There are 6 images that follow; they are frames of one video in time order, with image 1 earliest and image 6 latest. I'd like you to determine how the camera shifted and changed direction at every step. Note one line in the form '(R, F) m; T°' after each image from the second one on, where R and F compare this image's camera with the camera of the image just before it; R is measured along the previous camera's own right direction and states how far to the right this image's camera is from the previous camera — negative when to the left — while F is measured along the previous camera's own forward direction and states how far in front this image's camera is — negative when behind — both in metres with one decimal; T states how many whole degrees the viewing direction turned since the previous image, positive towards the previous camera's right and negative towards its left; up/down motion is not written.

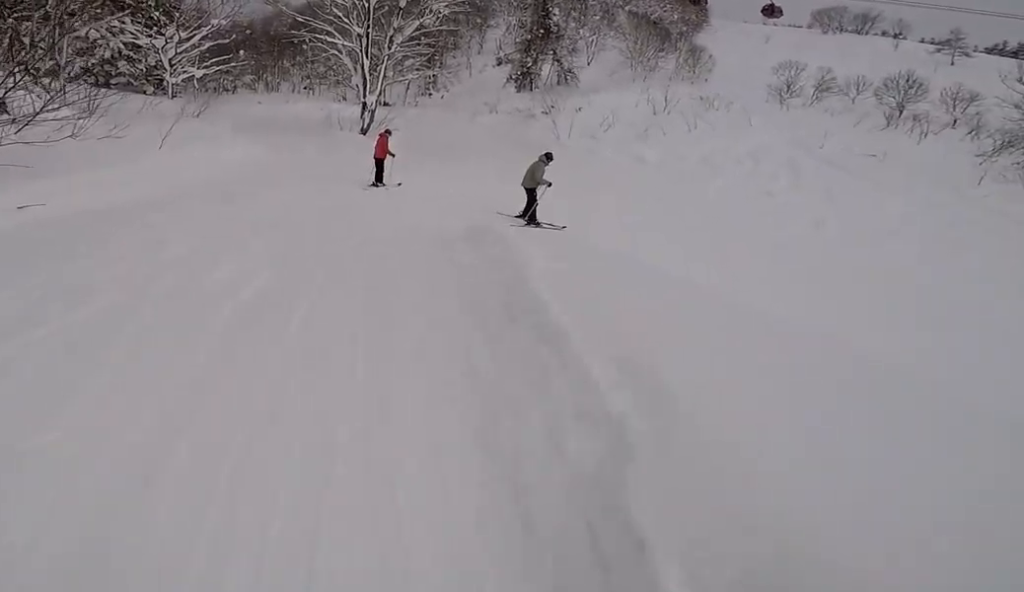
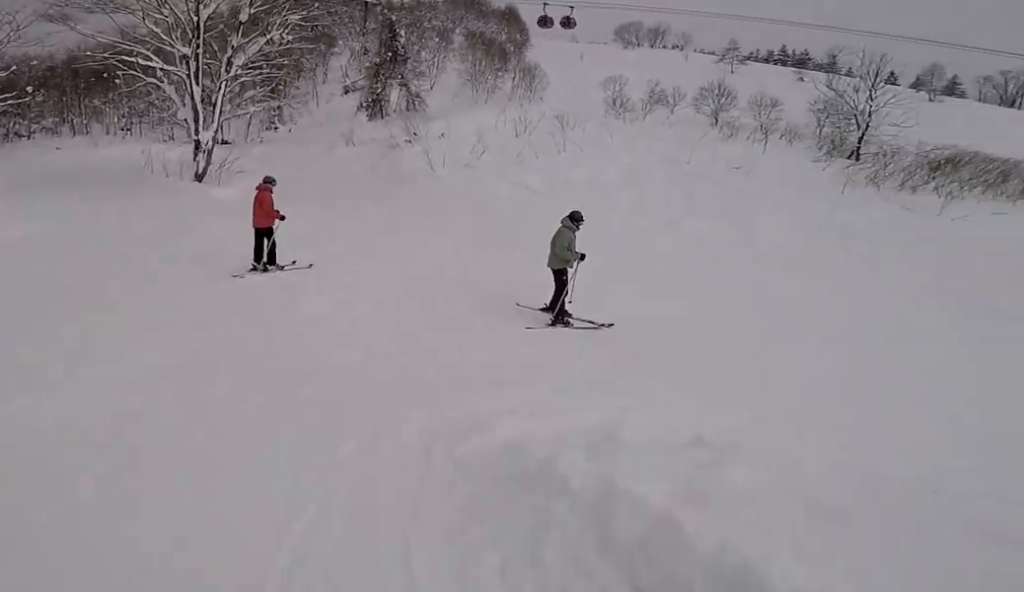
(+1.3, +5.2) m; +45°
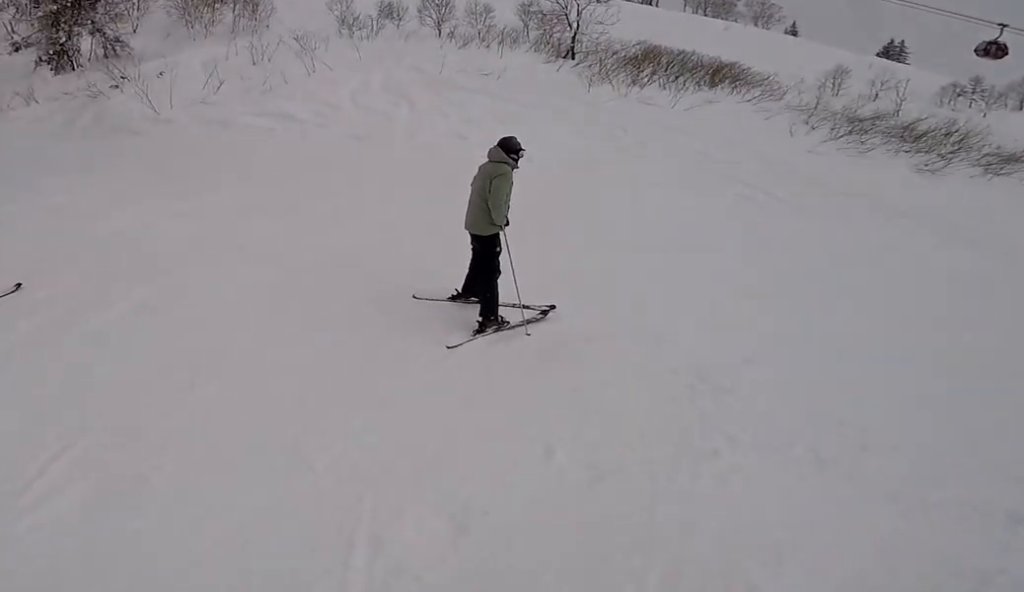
(+1.0, +4.0) m; +8°
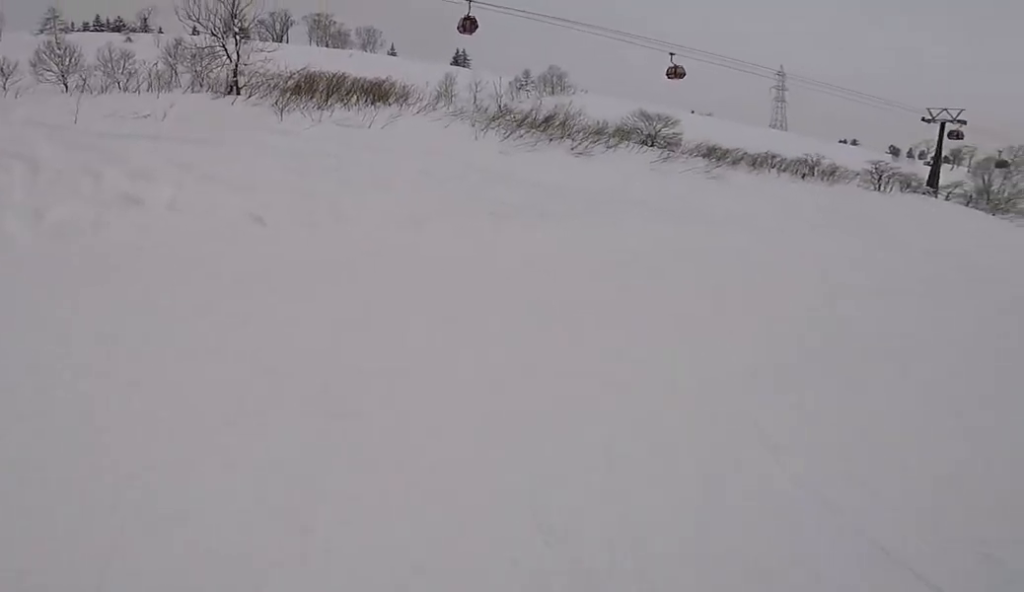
(+2.2, +5.8) m; +63°
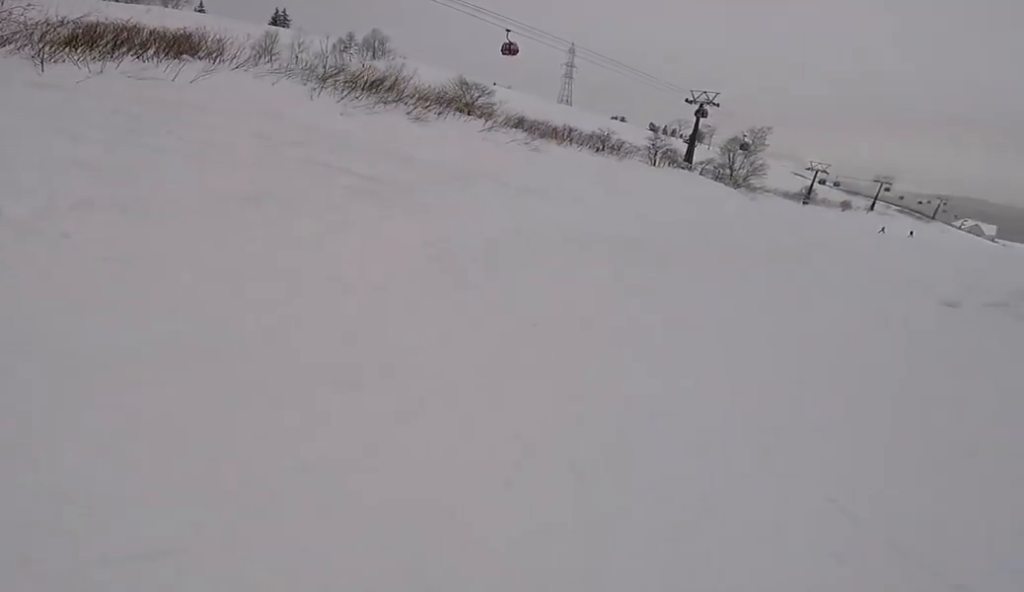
(+0.8, +2.8) m; +20°
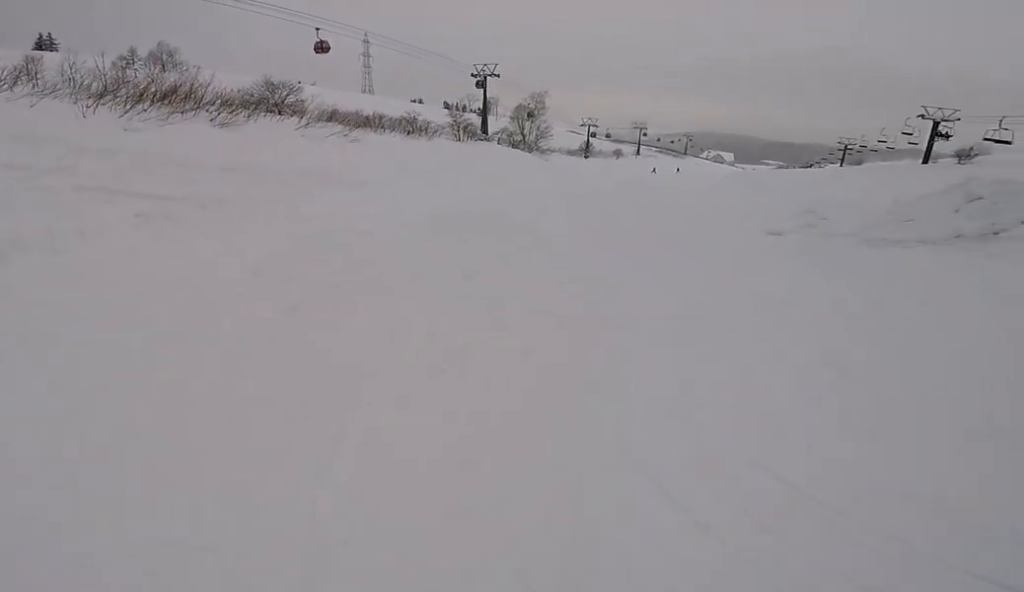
(+0.1, +2.3) m; +4°
